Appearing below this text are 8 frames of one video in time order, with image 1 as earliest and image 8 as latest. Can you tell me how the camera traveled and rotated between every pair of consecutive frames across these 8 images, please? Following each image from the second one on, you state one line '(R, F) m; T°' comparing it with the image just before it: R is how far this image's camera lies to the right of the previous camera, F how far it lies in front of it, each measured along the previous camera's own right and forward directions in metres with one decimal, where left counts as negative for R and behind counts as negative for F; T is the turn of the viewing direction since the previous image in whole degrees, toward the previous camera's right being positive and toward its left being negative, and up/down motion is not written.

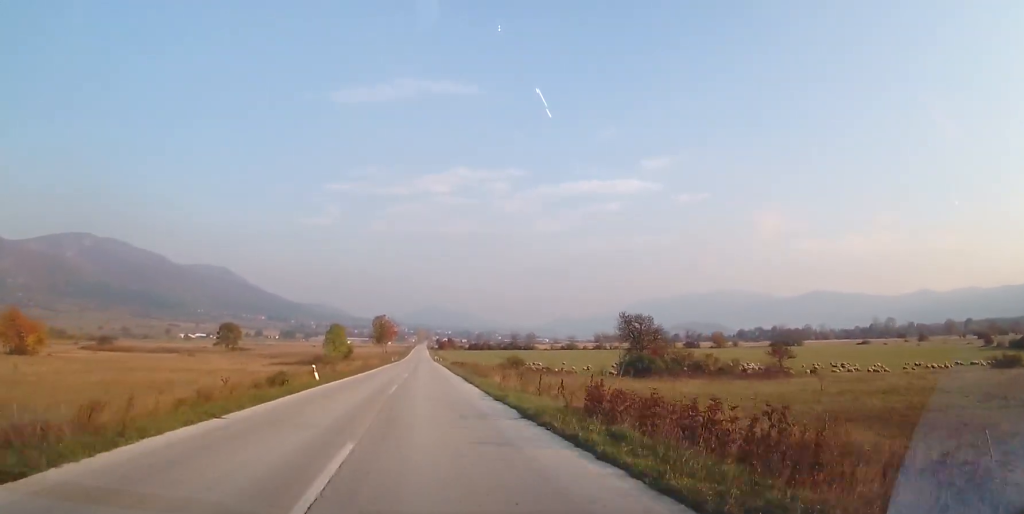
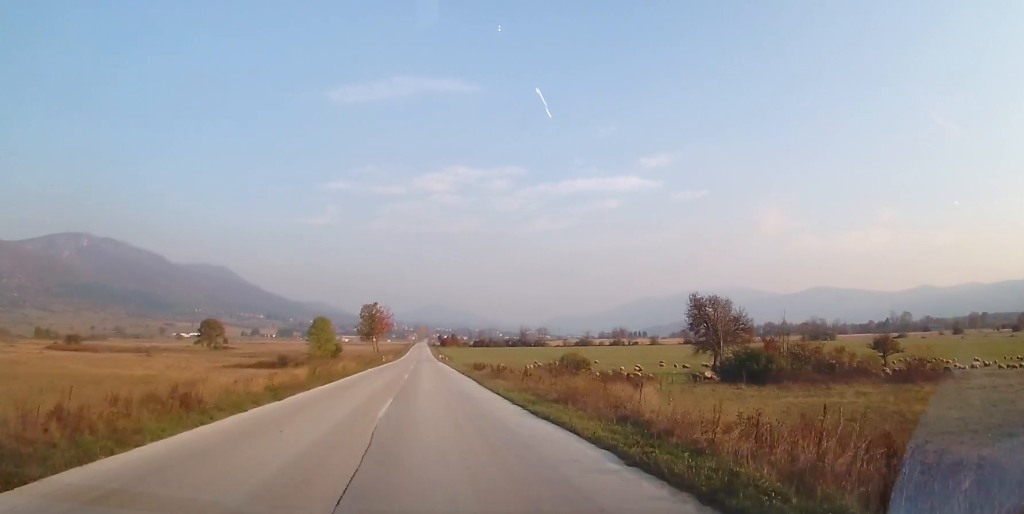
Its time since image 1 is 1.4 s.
(+0.1, +25.7) m; +1°
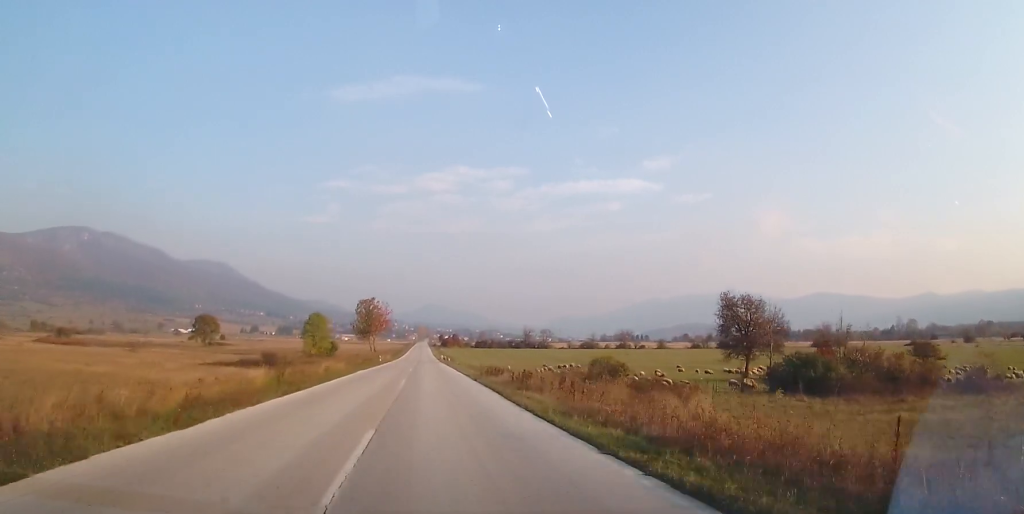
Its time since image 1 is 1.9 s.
(0.0, +7.5) m; 0°
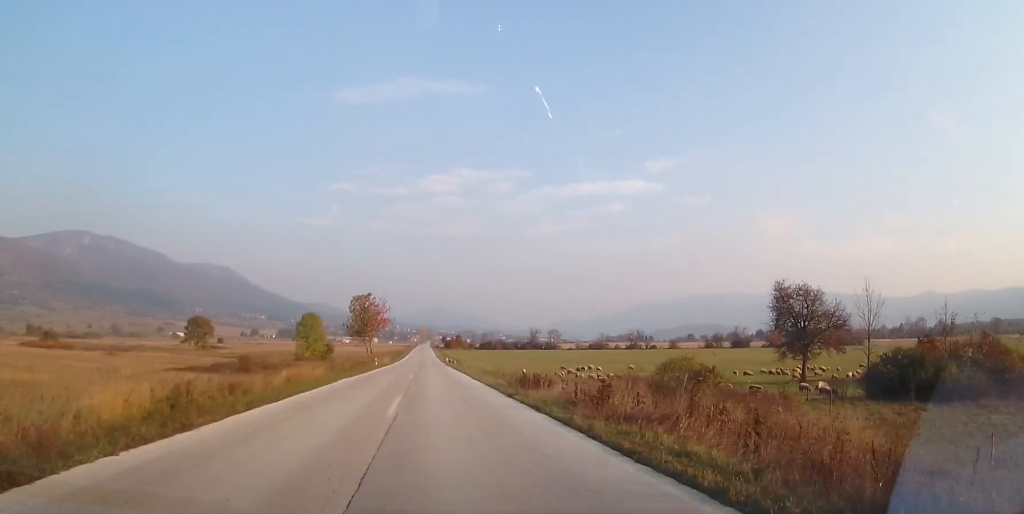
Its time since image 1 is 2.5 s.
(+0.1, +10.3) m; -1°
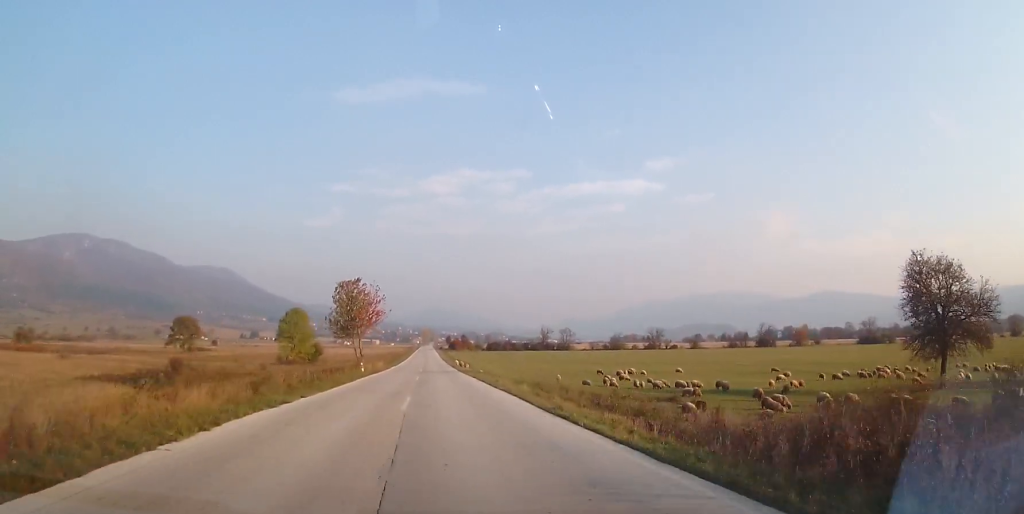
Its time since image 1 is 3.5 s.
(-0.4, +17.4) m; +1°
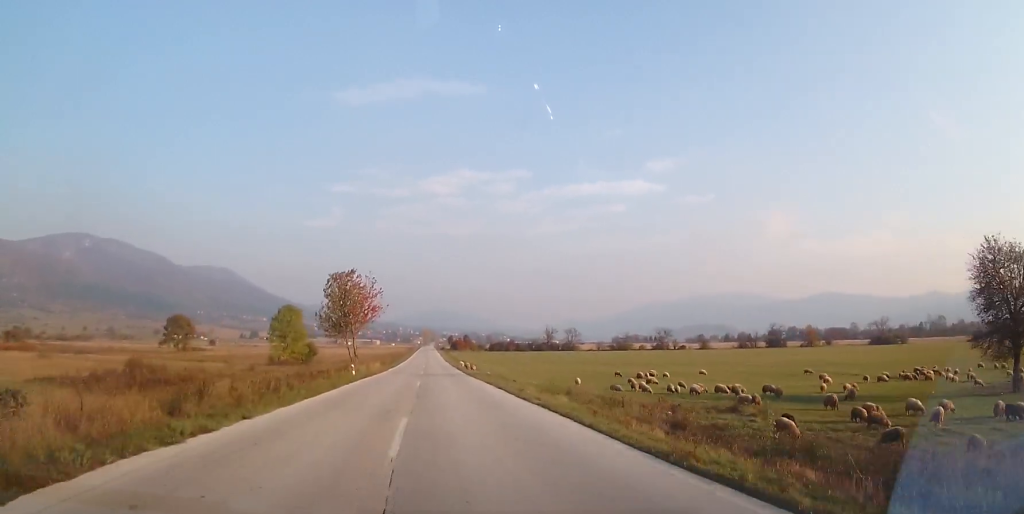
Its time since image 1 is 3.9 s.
(+0.2, +6.7) m; 0°
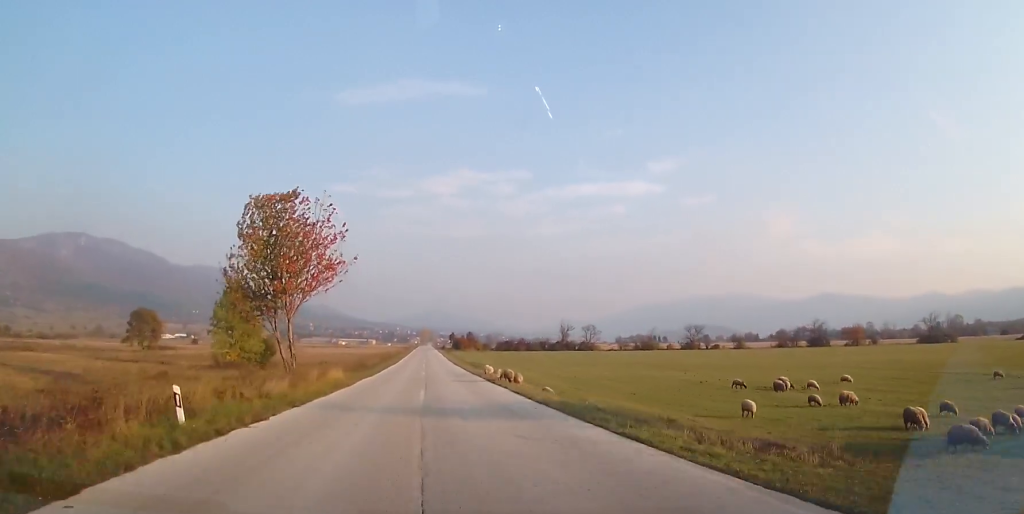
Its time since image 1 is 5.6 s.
(+0.1, +27.6) m; -2°
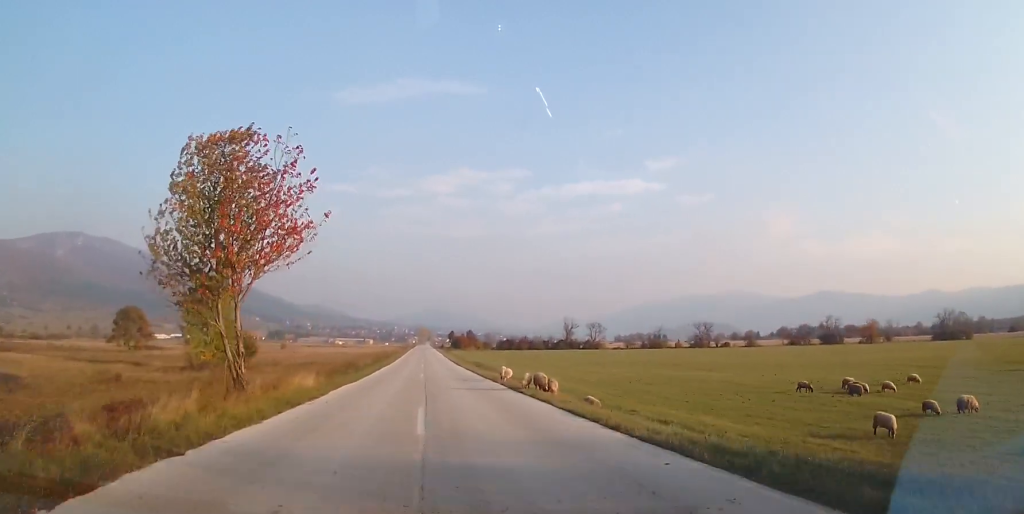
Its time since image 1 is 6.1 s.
(-0.1, +8.3) m; 0°
